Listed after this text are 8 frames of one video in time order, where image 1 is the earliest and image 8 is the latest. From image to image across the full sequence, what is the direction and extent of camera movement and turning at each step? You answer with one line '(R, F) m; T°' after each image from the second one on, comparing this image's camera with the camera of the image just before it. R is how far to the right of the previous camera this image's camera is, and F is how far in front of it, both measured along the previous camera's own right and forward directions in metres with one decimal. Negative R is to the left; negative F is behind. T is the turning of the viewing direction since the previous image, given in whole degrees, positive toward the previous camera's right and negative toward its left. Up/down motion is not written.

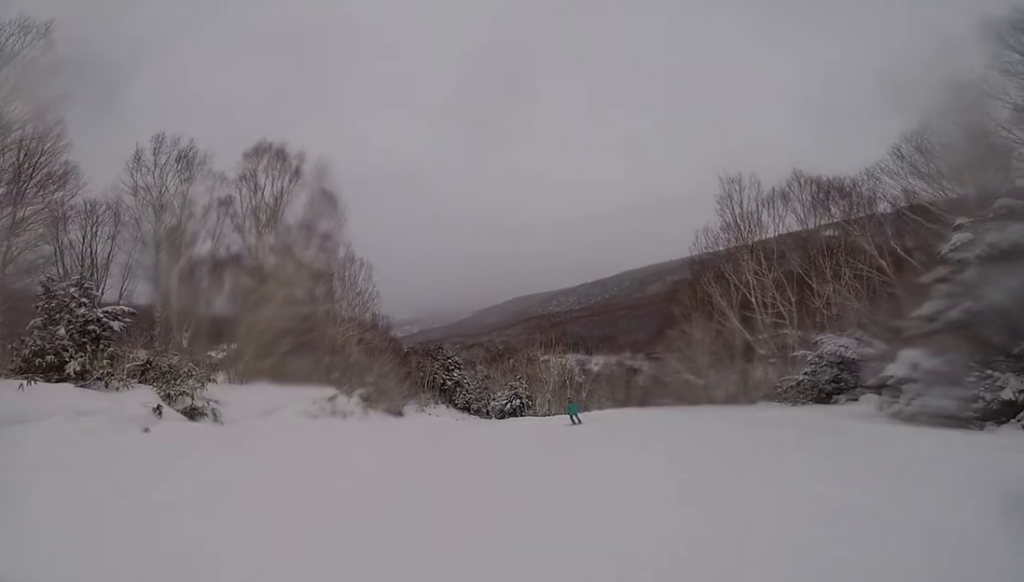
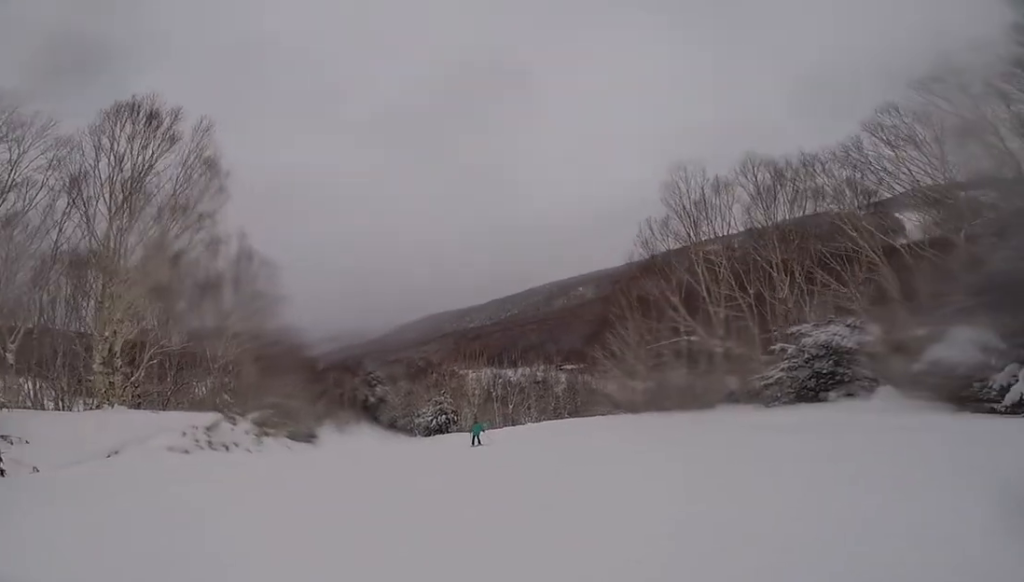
(-0.9, +5.1) m; +1°
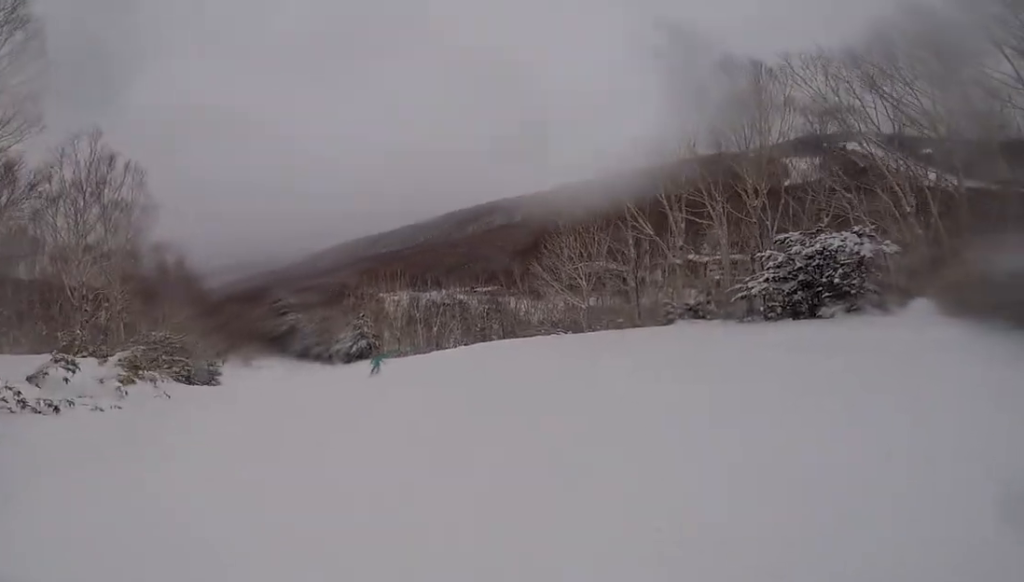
(+0.9, +4.6) m; +7°
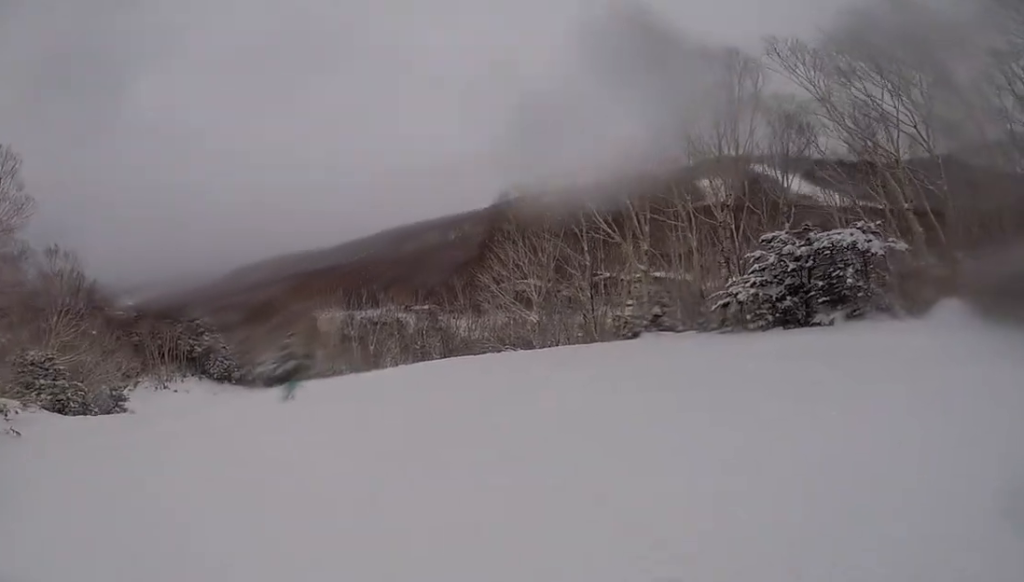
(+0.2, +3.4) m; +4°
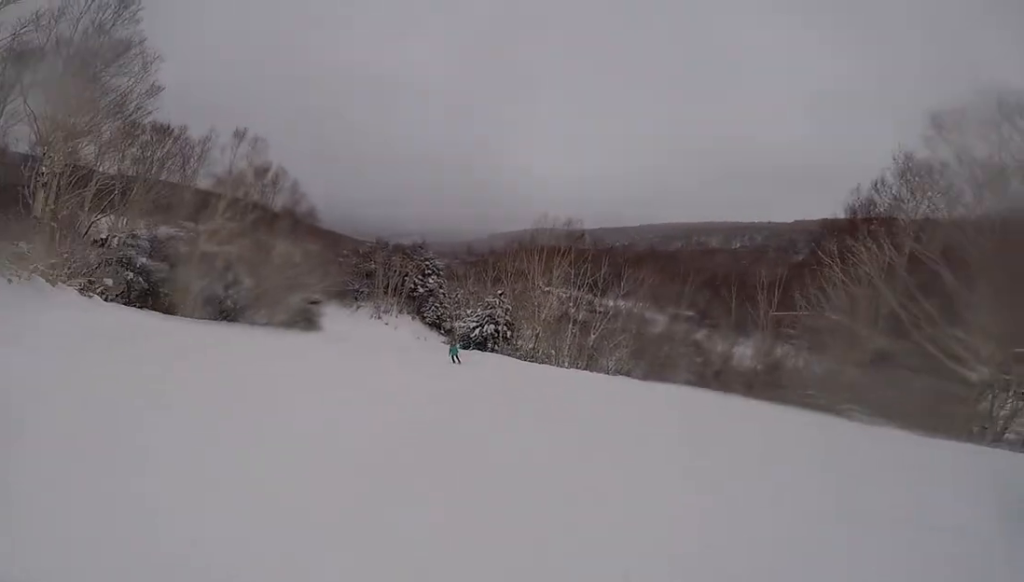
(0.0, +11.9) m; -8°
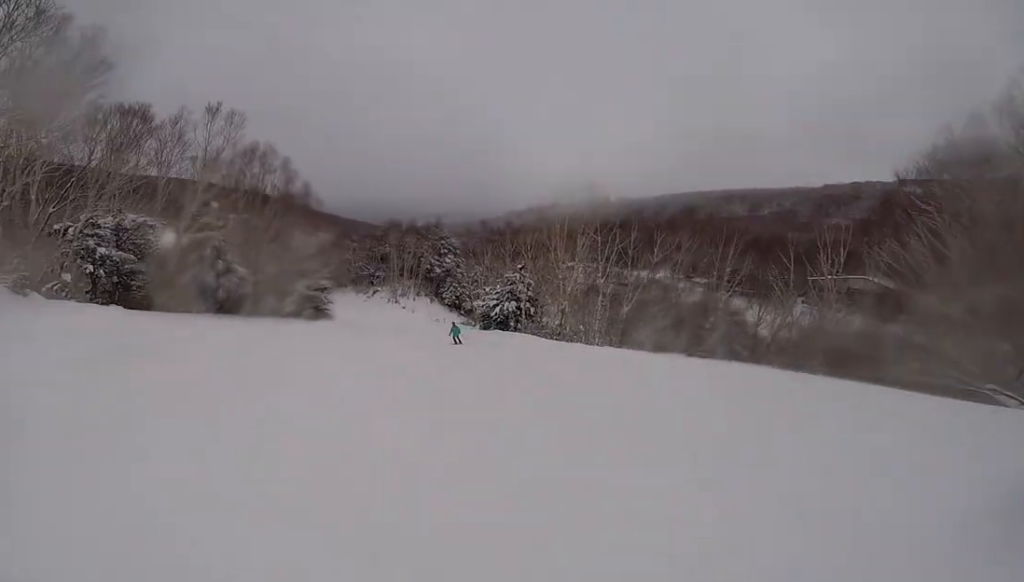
(+0.1, +3.1) m; -5°
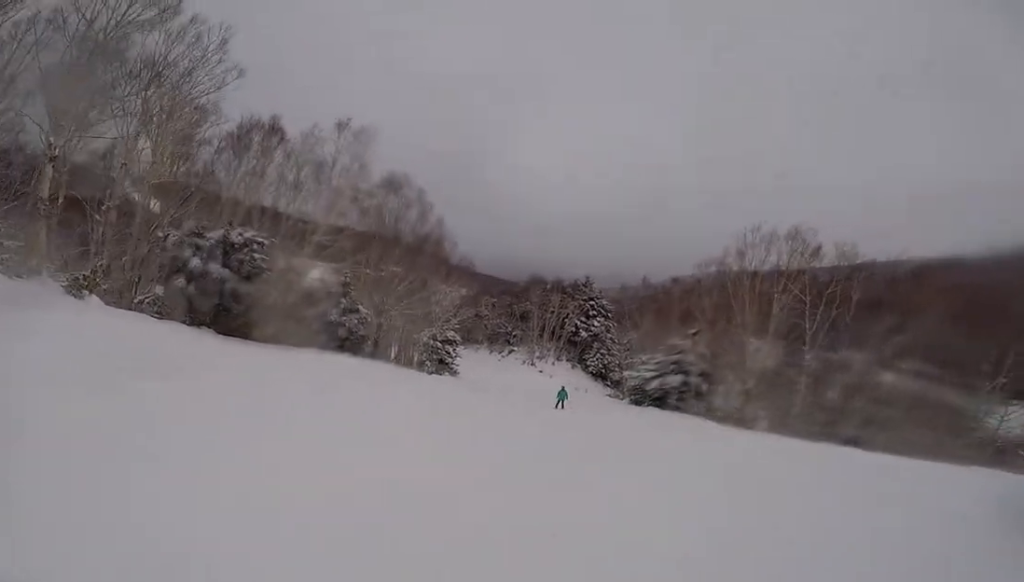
(-0.8, +4.6) m; -9°
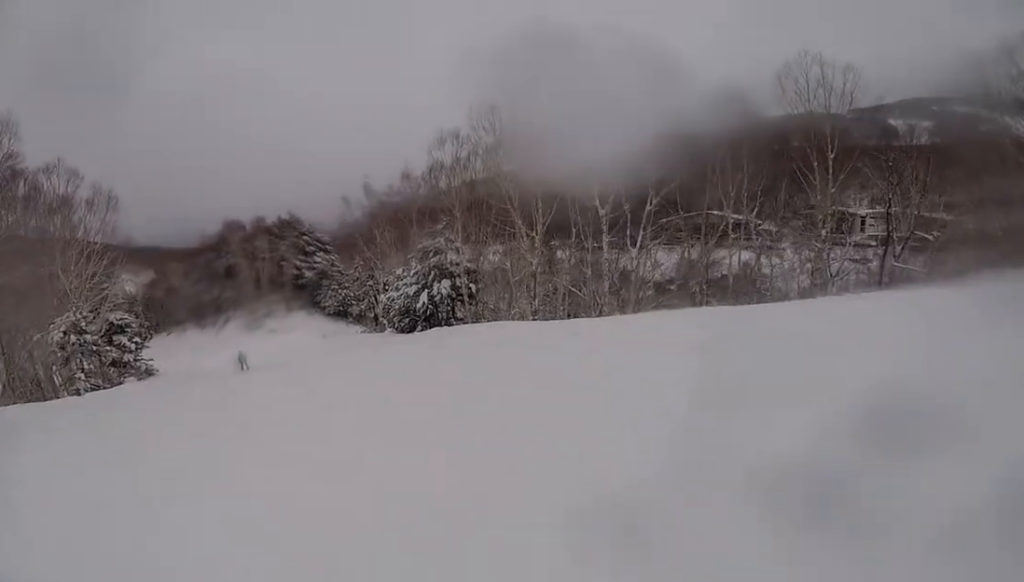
(-0.7, +12.1) m; 0°
